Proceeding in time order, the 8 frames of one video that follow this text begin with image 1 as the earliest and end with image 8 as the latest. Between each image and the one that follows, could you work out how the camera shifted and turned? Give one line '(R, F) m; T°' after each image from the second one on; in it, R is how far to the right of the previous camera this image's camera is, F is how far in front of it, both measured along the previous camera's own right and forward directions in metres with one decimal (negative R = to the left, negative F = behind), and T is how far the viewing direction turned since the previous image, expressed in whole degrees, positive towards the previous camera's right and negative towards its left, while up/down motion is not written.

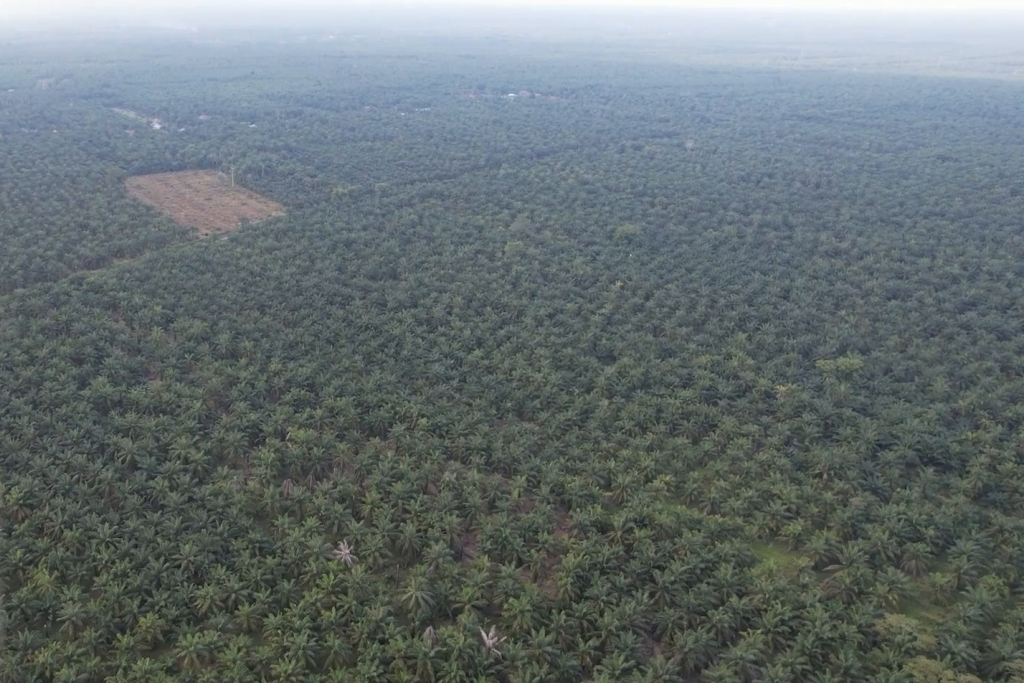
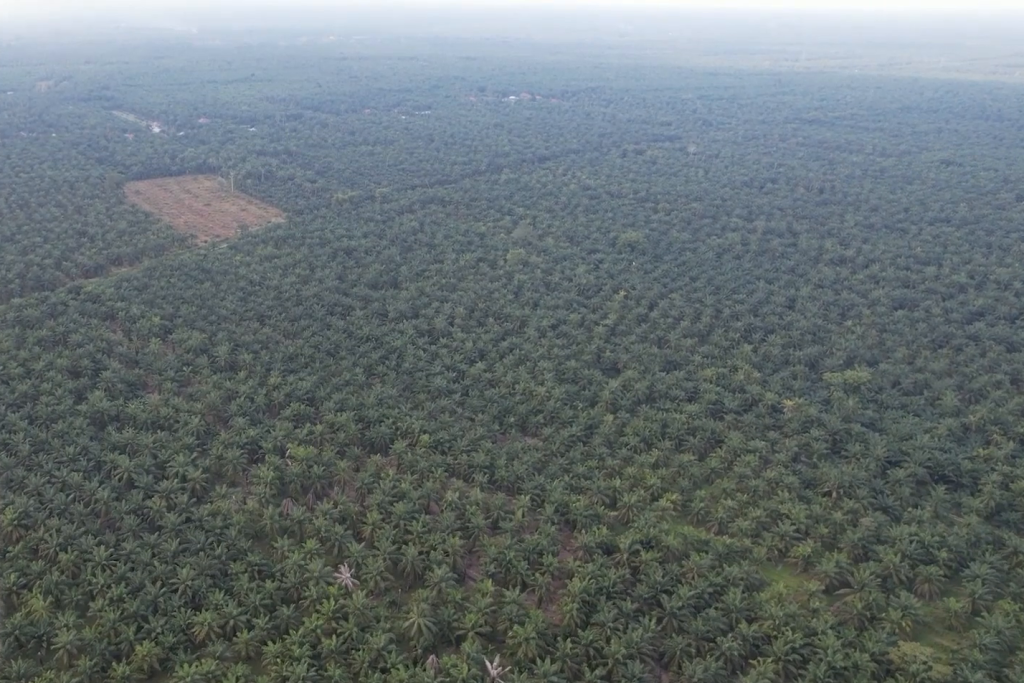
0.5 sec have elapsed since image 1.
(0.0, +7.0) m; 0°
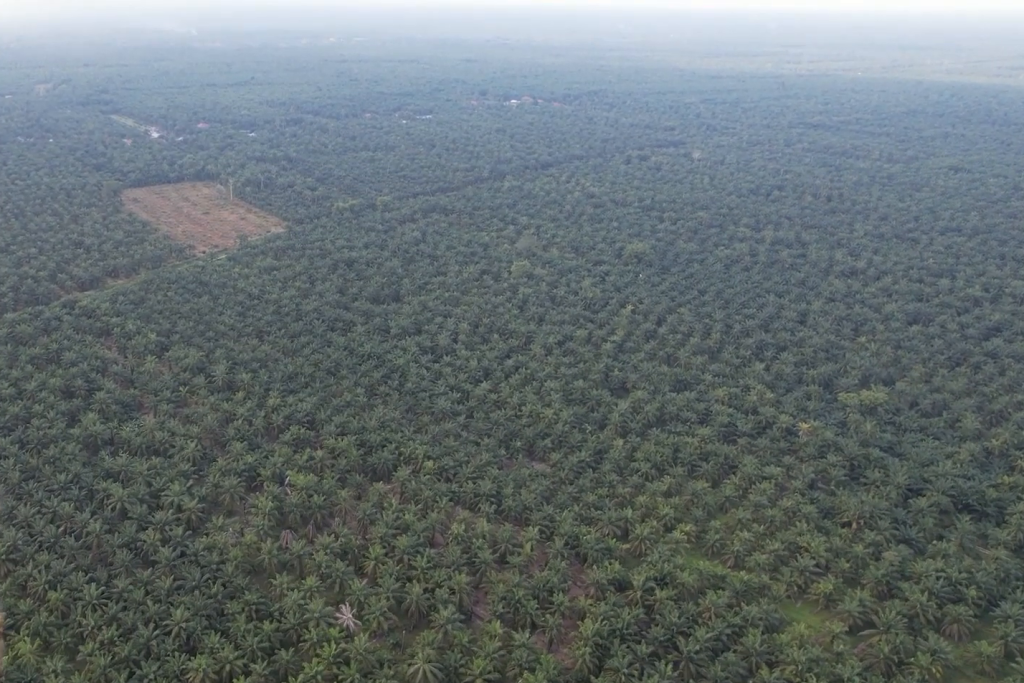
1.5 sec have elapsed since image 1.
(0.0, +13.3) m; 0°
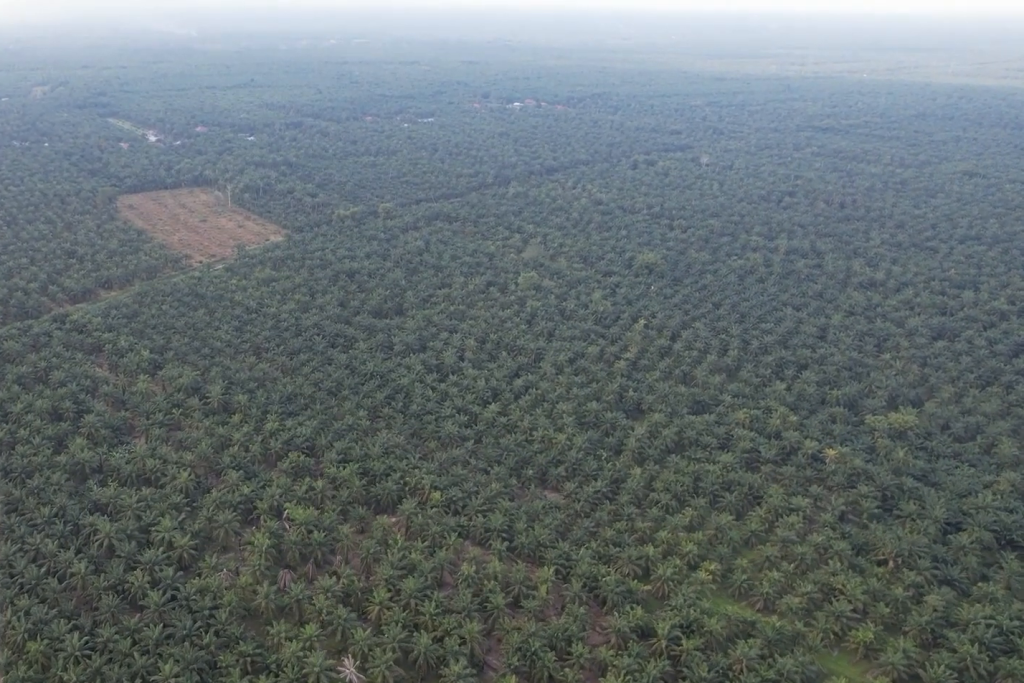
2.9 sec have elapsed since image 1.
(0.0, +19.8) m; 0°
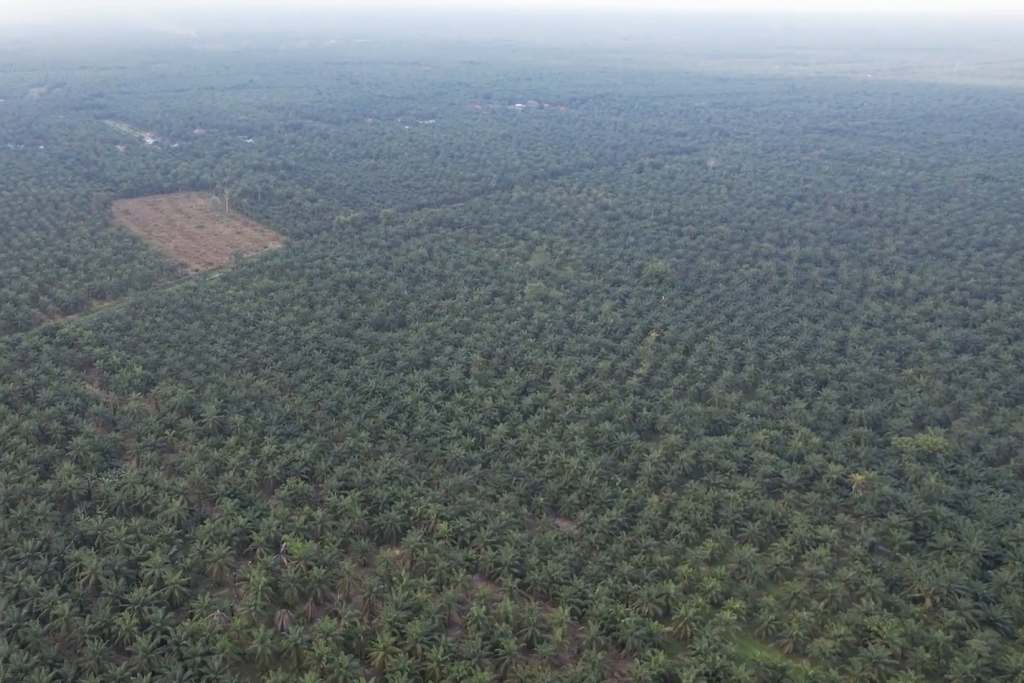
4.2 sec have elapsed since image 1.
(0.0, +18.3) m; 0°
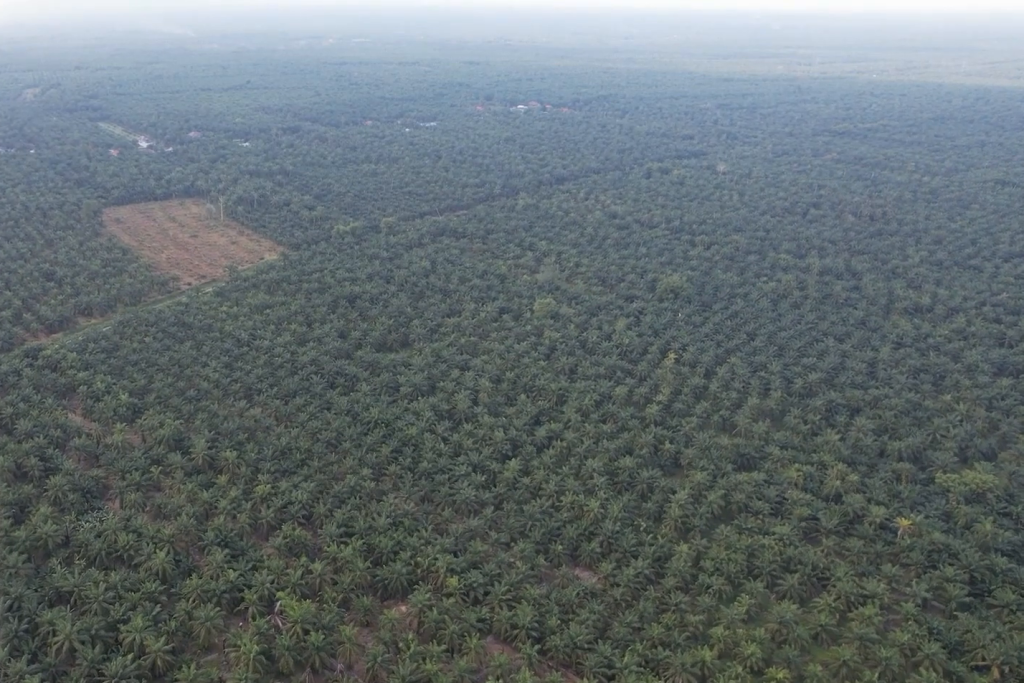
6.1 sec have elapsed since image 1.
(0.0, +27.4) m; 0°
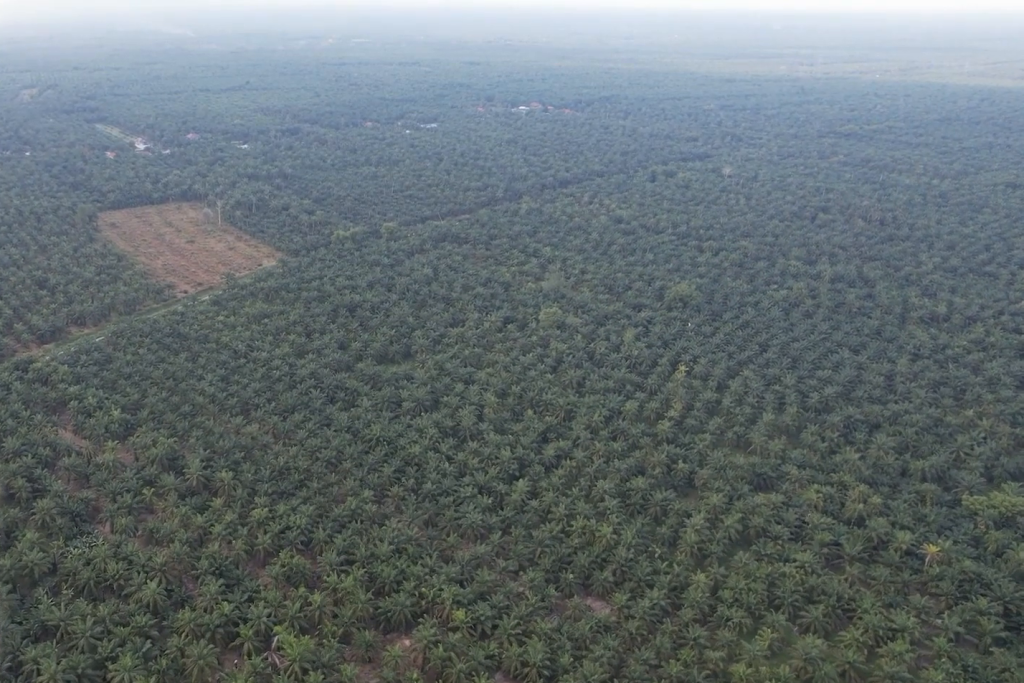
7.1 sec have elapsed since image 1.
(0.0, +14.3) m; 0°
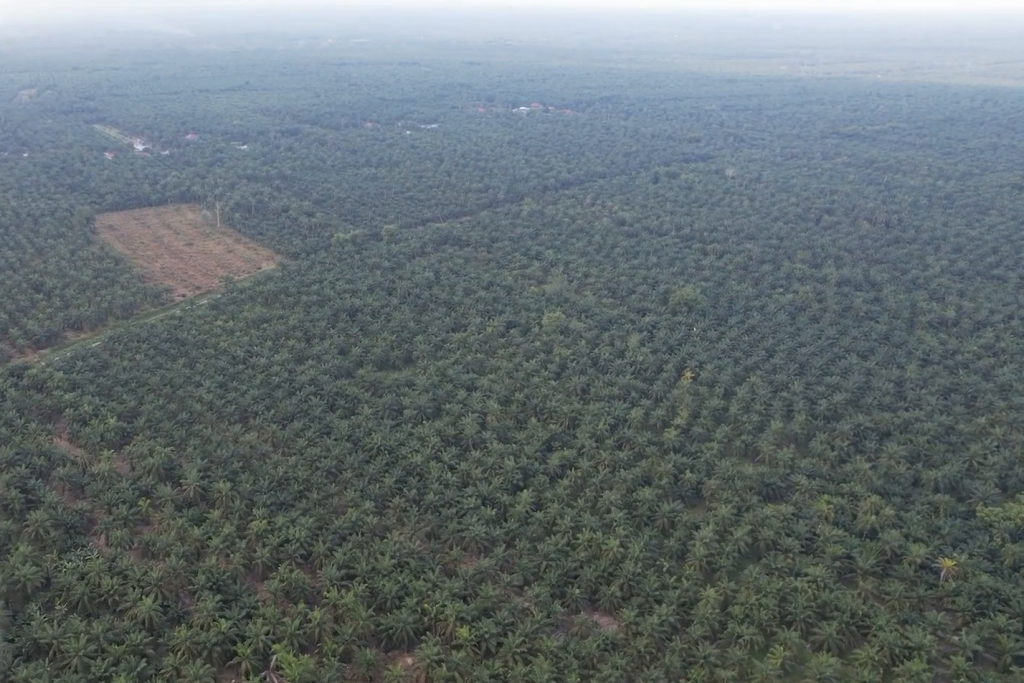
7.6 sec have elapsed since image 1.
(0.0, +7.2) m; 0°
